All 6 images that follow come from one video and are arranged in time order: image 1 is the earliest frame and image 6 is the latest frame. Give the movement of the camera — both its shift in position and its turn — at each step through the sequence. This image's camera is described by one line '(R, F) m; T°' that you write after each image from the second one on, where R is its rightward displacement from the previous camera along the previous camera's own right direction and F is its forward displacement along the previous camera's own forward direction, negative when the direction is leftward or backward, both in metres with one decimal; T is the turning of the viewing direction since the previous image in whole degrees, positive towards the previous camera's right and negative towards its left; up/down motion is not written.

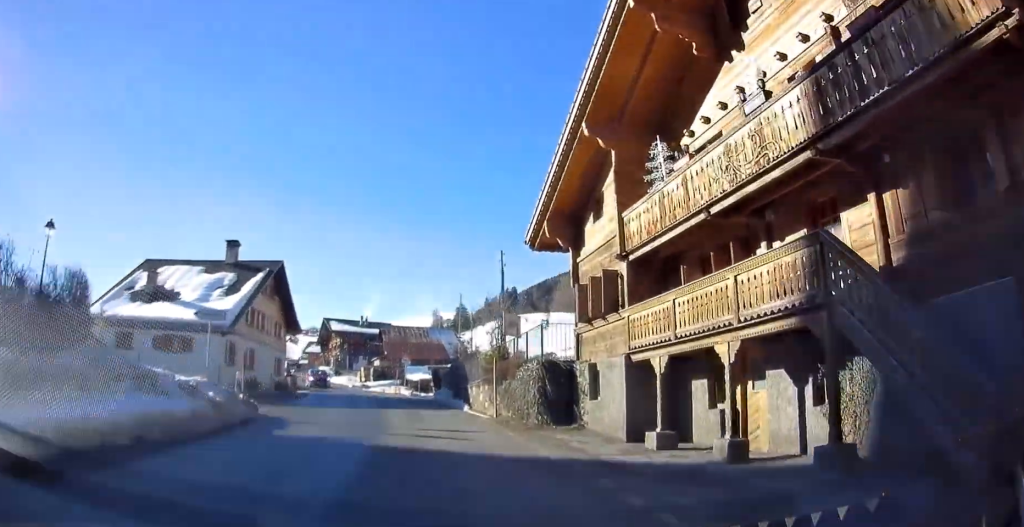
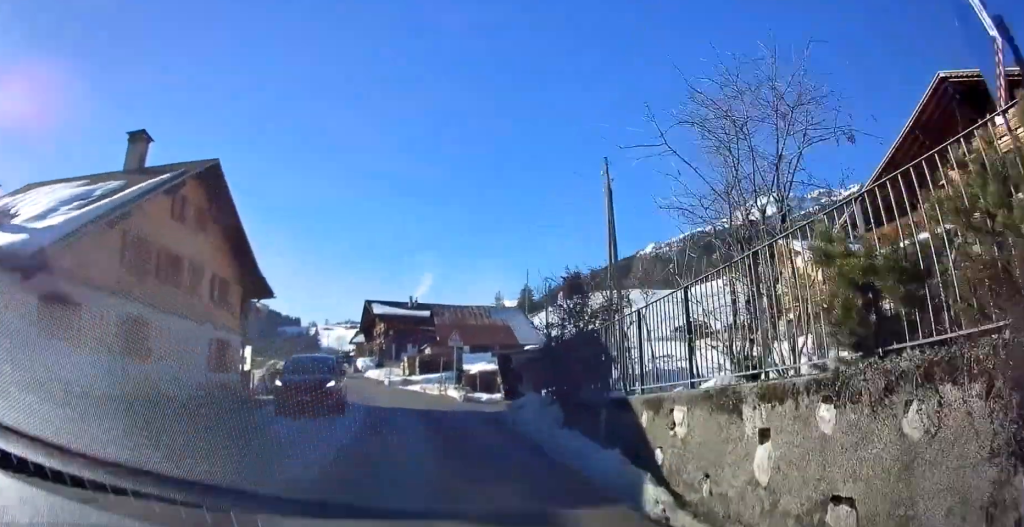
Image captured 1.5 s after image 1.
(0.0, +17.3) m; -4°
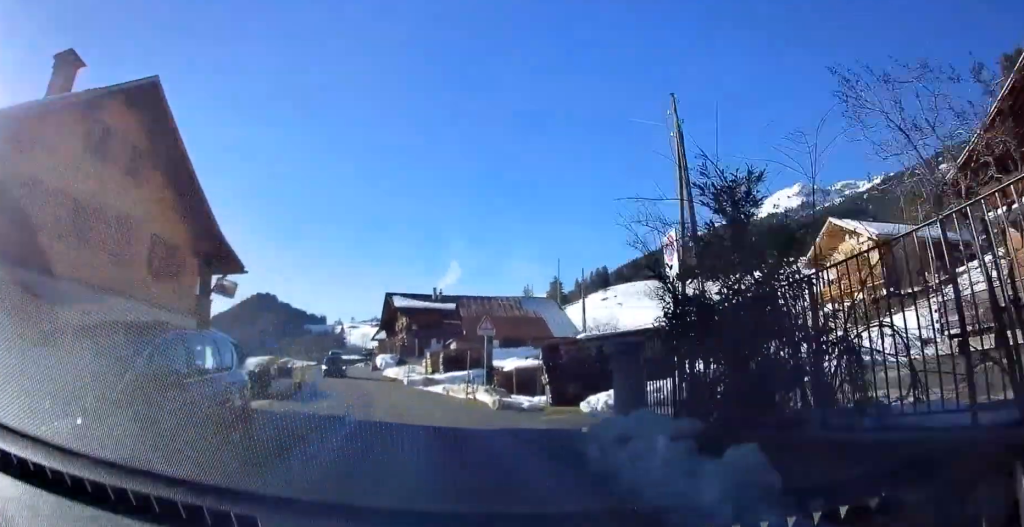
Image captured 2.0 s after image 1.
(-0.4, +6.8) m; -3°
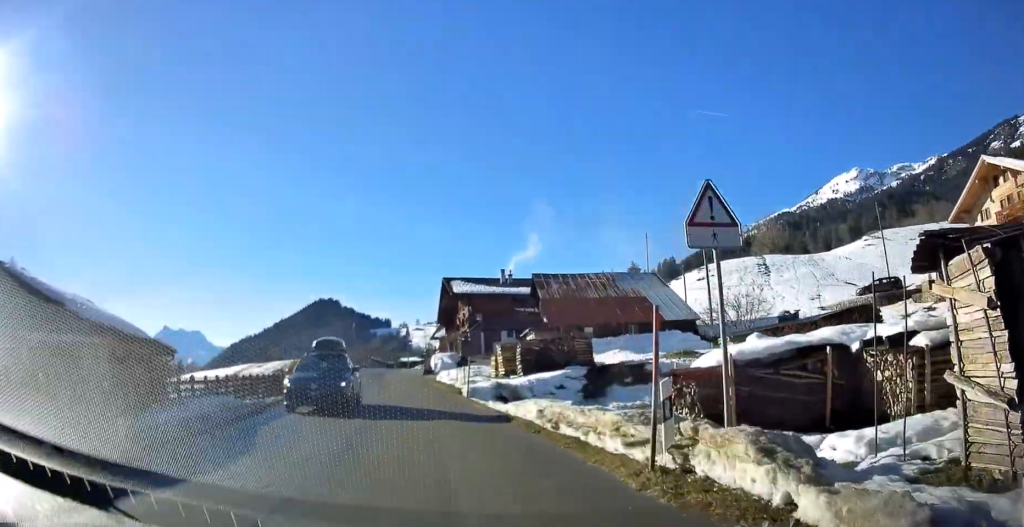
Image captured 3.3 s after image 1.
(-1.1, +15.5) m; -6°
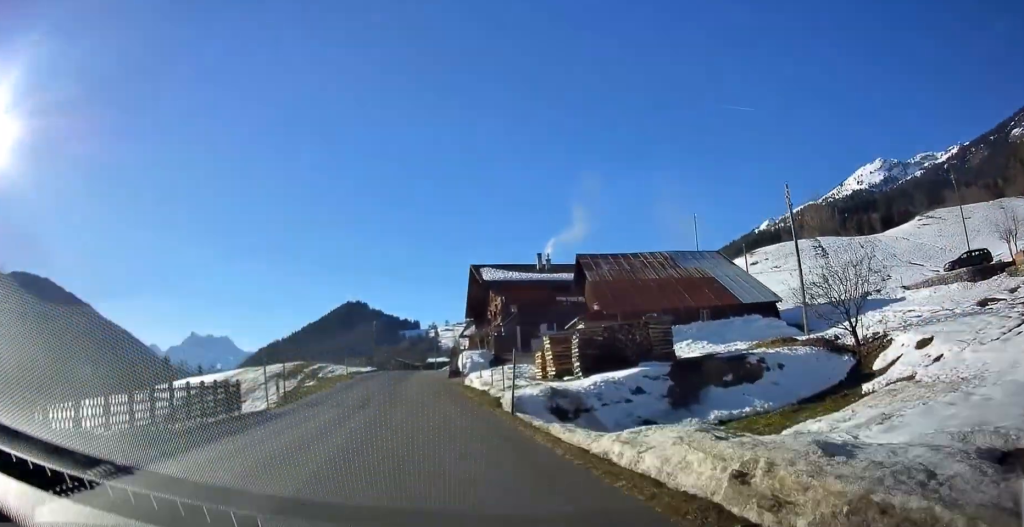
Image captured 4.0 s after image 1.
(-0.2, +8.8) m; -3°
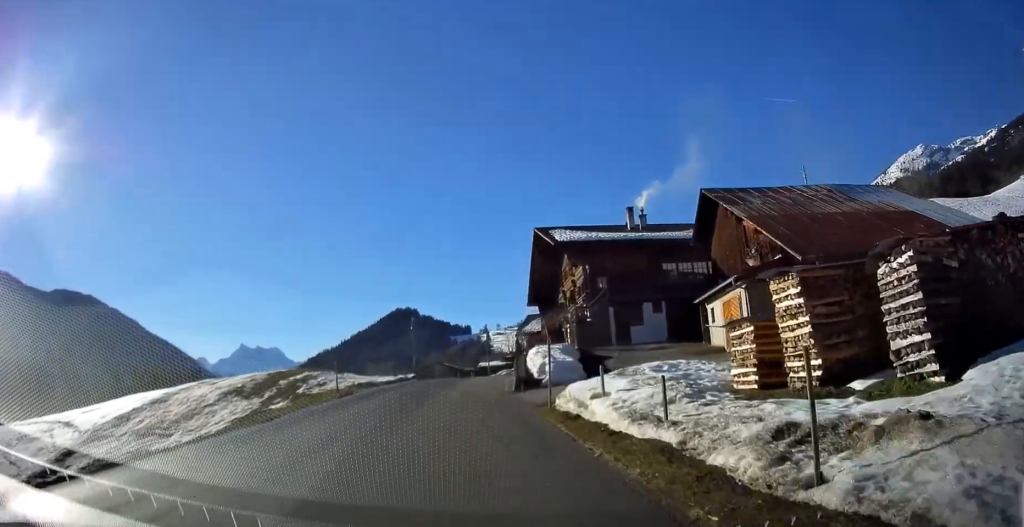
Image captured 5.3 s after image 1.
(-0.7, +16.8) m; -4°
